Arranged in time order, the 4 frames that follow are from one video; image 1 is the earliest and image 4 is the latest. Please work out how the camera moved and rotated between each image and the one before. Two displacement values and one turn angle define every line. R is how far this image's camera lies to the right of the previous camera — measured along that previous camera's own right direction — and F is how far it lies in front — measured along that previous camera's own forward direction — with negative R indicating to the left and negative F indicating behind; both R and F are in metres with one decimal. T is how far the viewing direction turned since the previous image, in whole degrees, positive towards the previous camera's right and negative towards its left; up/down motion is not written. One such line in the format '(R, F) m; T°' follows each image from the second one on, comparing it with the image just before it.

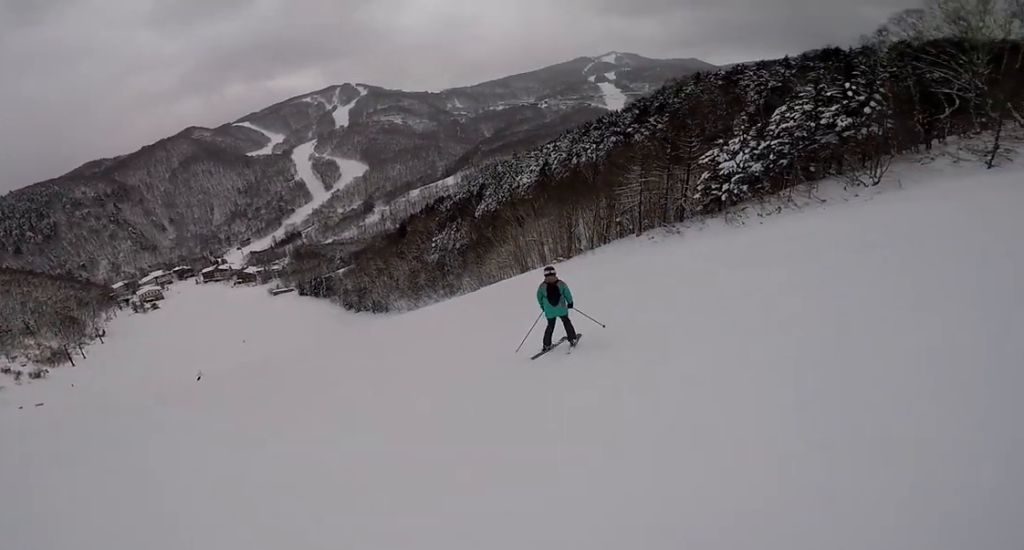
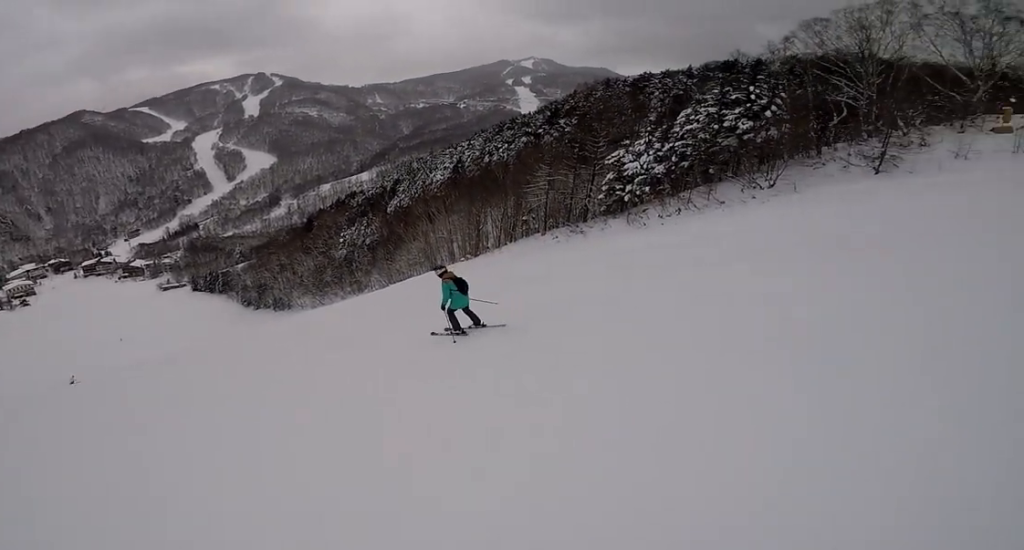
(+0.9, +3.1) m; +20°
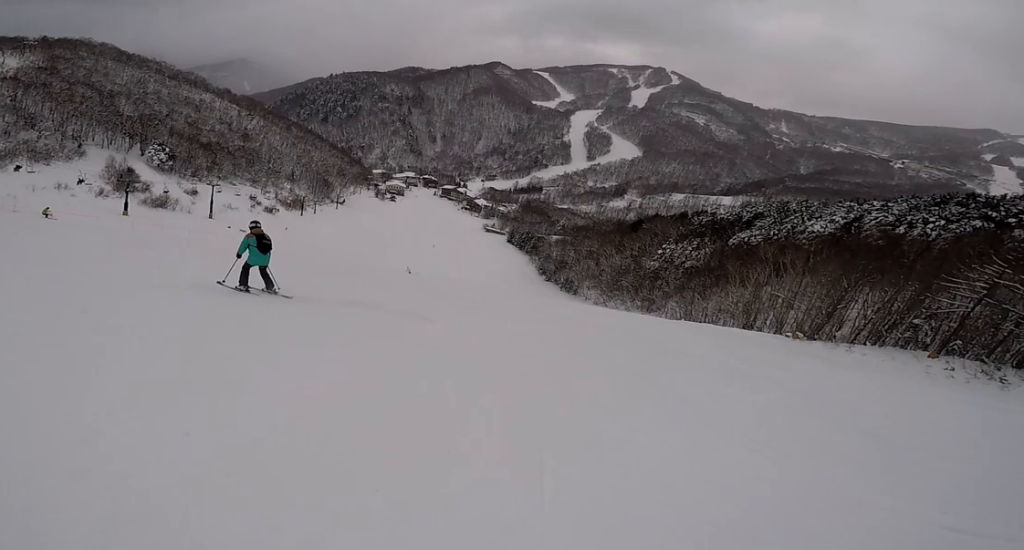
(-3.4, +6.0) m; -76°
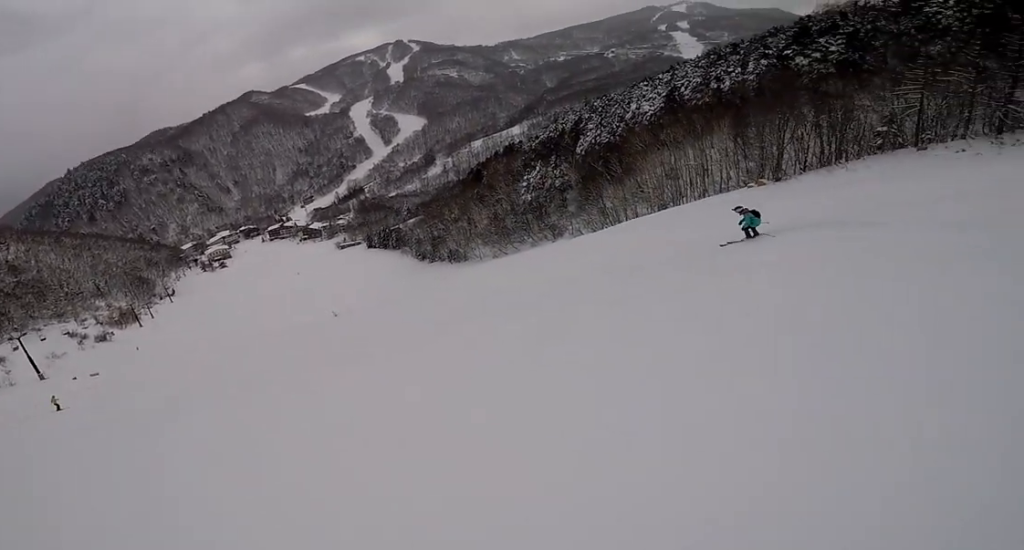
(-4.3, +16.9) m; +43°
